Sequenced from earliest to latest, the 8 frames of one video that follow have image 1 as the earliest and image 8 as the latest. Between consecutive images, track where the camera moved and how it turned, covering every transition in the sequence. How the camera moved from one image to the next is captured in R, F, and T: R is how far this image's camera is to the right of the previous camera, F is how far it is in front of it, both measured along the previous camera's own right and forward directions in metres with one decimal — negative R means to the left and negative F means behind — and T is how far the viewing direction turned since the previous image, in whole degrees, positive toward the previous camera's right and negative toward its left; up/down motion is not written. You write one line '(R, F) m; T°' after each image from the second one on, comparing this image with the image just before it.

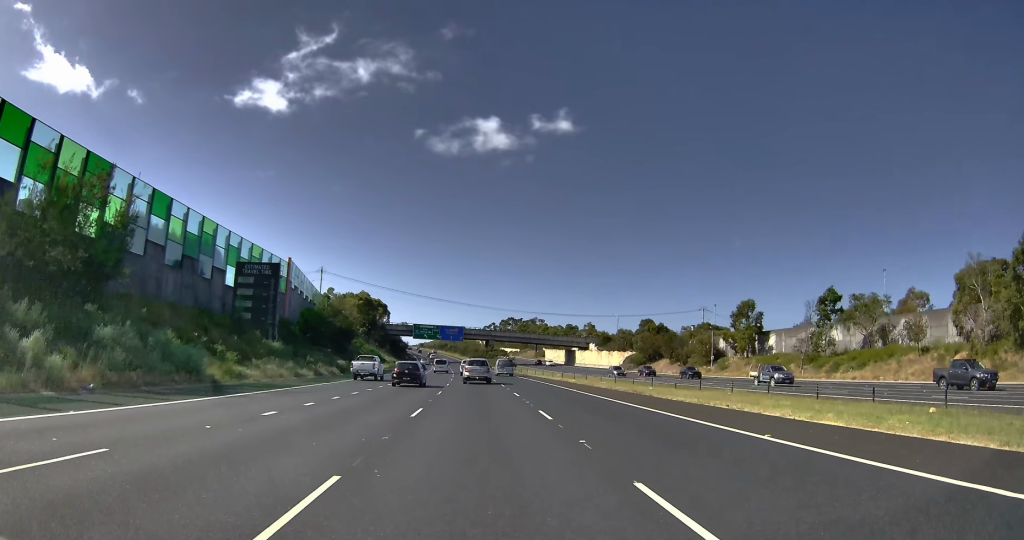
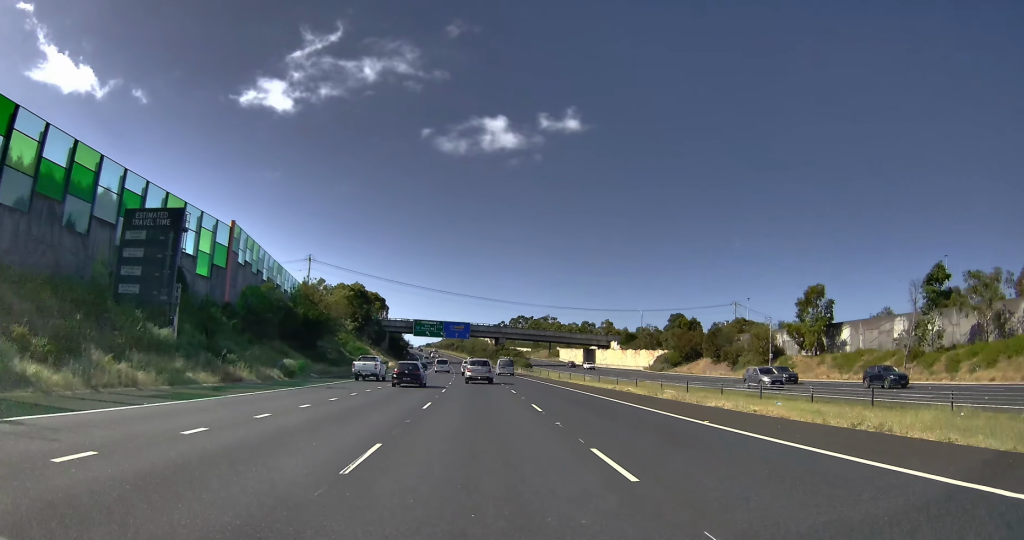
(+0.1, +20.4) m; +1°
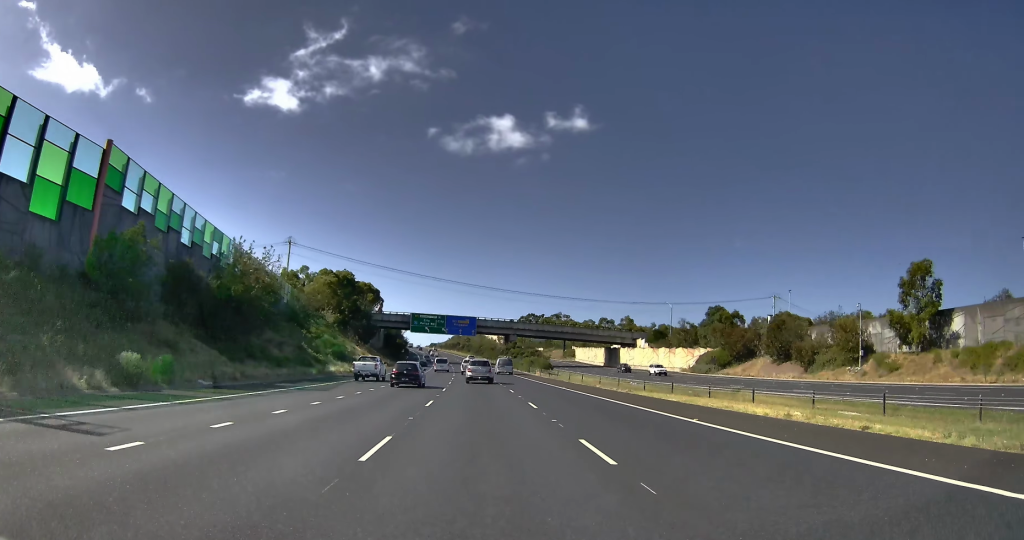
(+0.2, +22.2) m; +1°
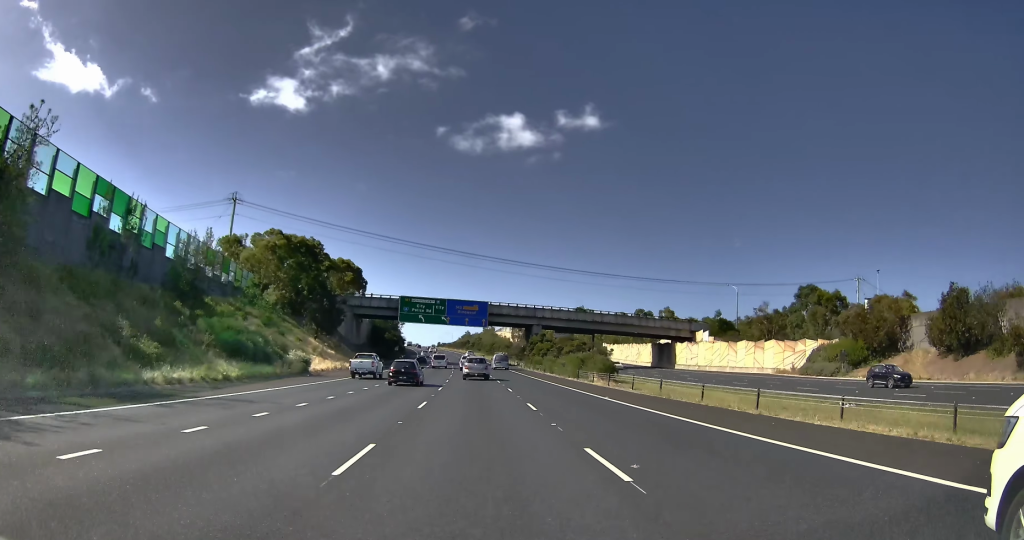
(+0.4, +36.0) m; 0°
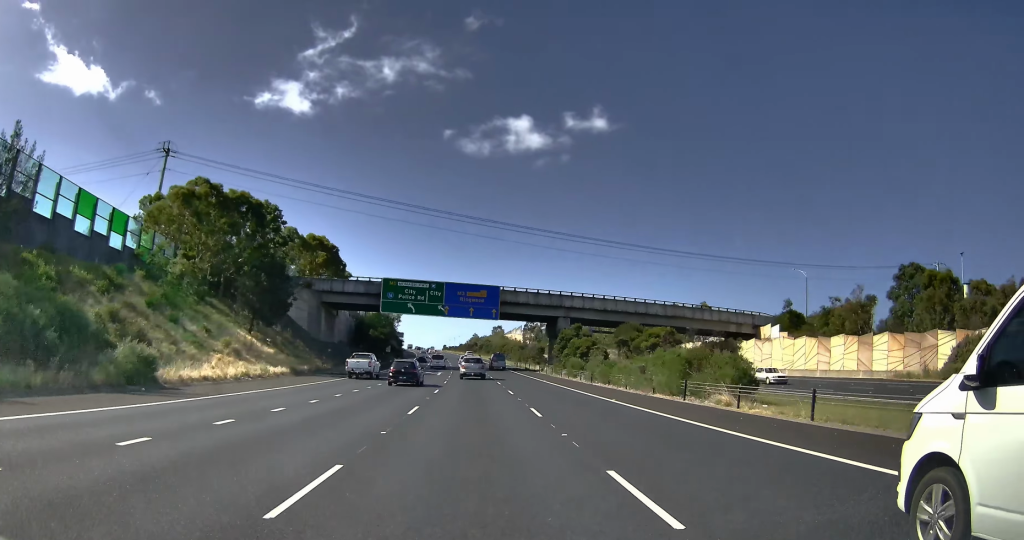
(-0.2, +24.1) m; +1°
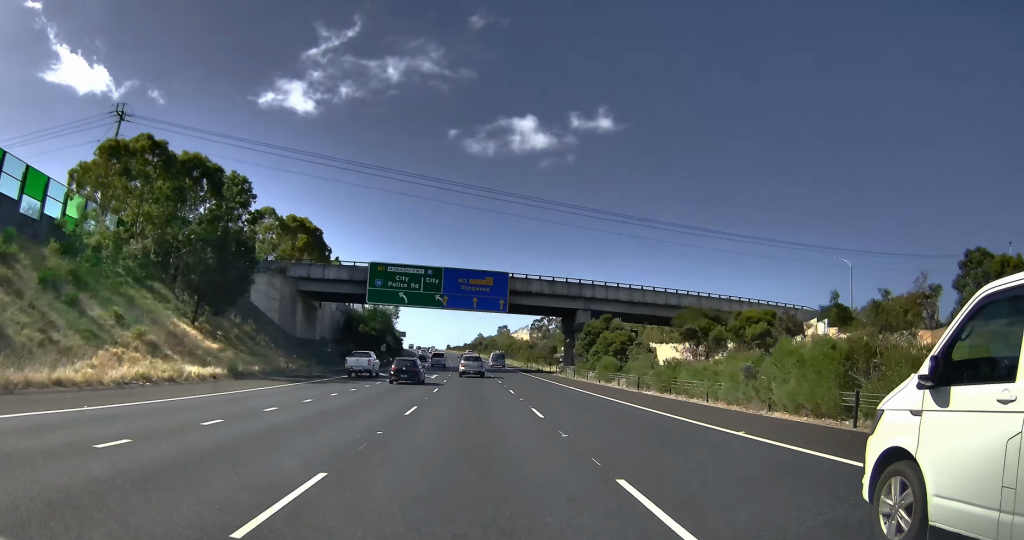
(-0.1, +11.0) m; +1°
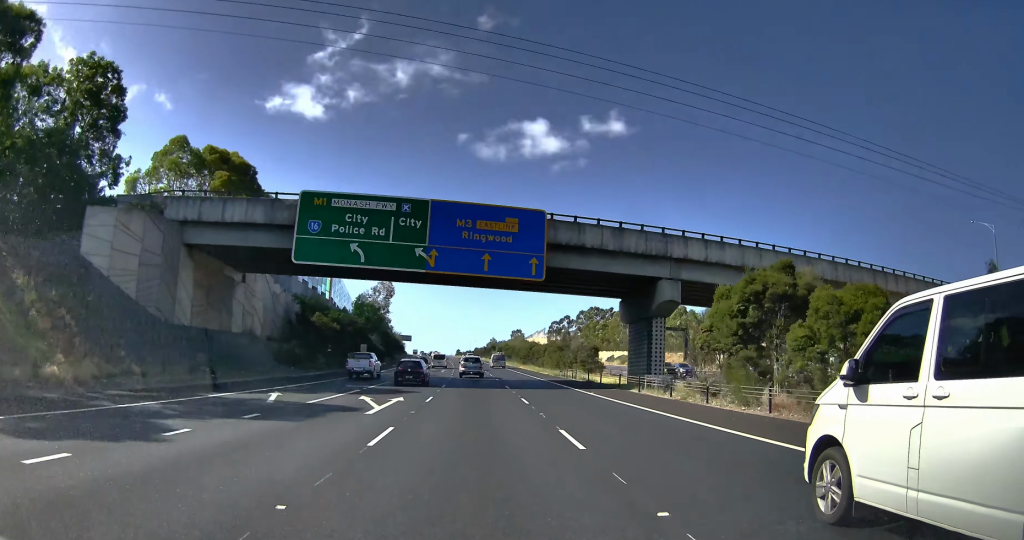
(+0.9, +23.4) m; +3°
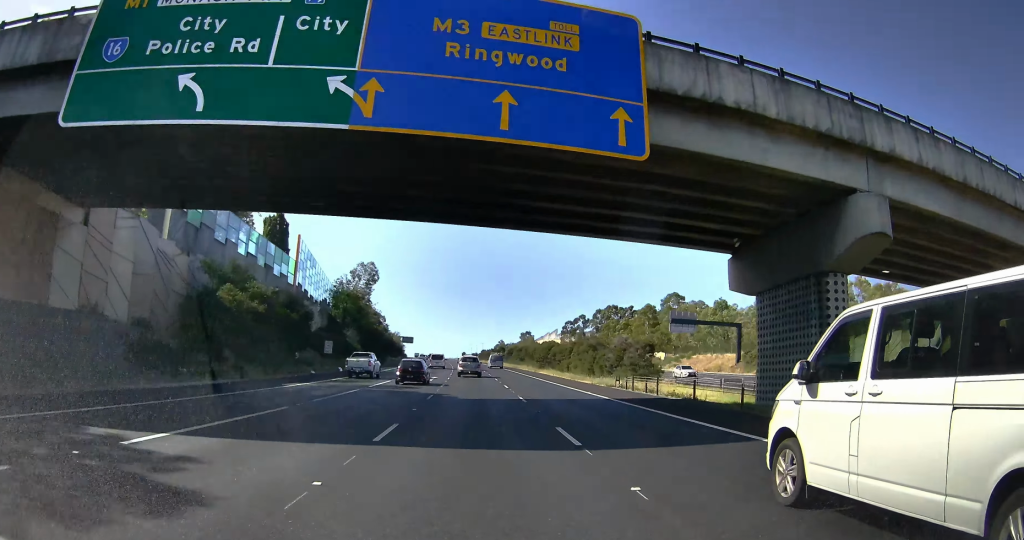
(+0.4, +16.7) m; +1°
